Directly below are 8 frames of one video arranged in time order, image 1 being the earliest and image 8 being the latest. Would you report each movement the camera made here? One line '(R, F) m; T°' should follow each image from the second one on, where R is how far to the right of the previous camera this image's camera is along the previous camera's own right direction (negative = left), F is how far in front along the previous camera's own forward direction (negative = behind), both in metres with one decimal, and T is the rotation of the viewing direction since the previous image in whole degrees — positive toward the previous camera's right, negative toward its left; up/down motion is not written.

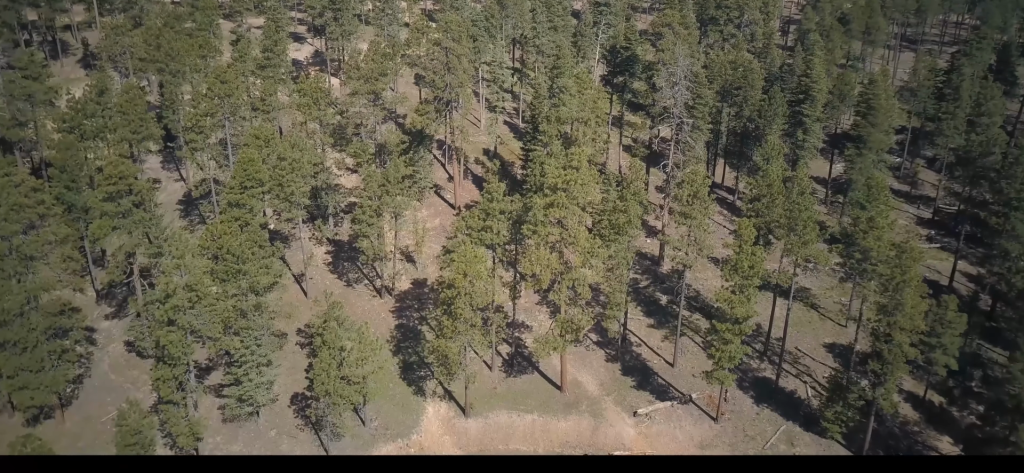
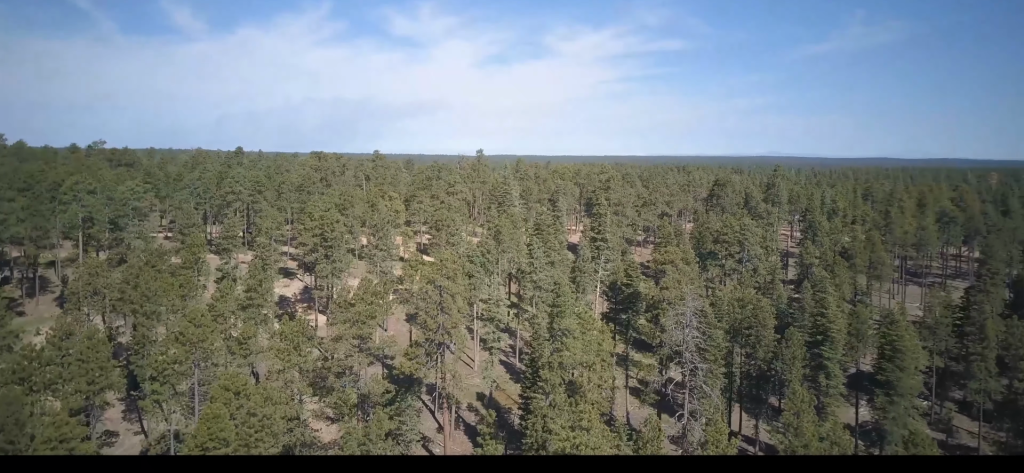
(+0.2, +7.4) m; +3°
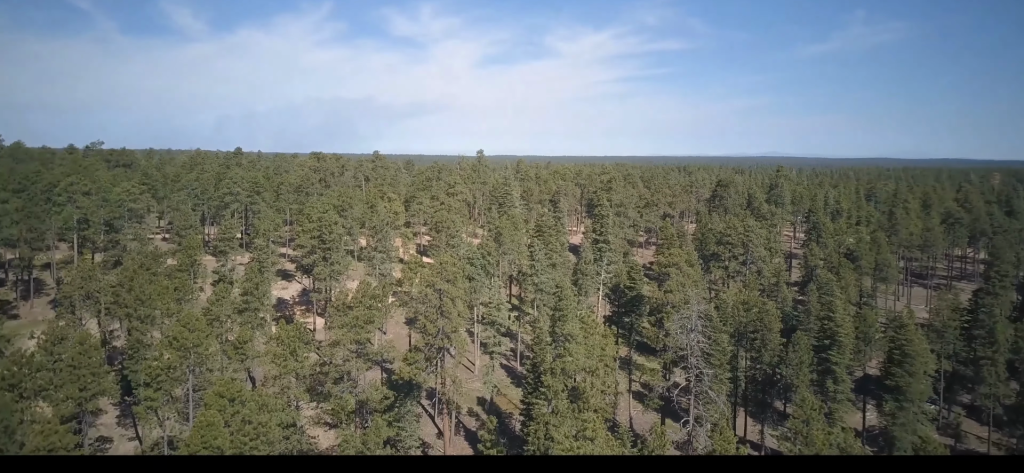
(0.0, +2.6) m; +1°
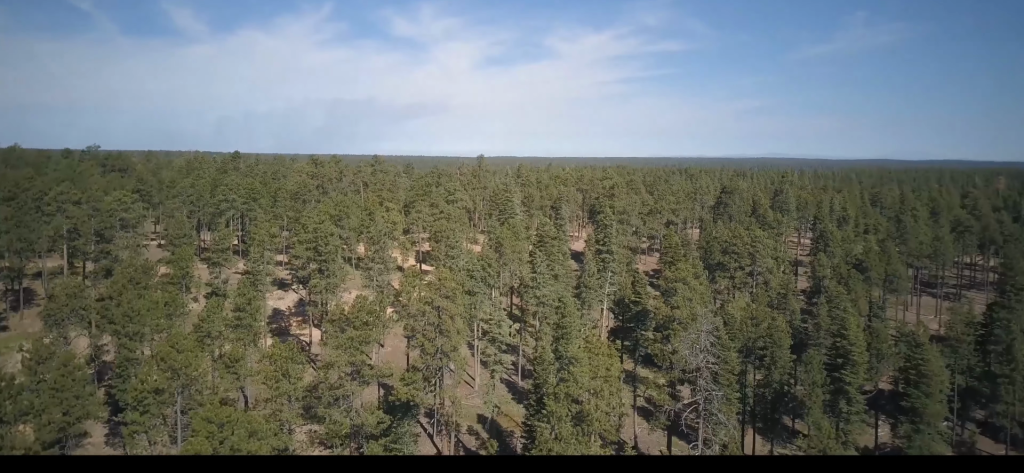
(+0.1, +3.9) m; 0°
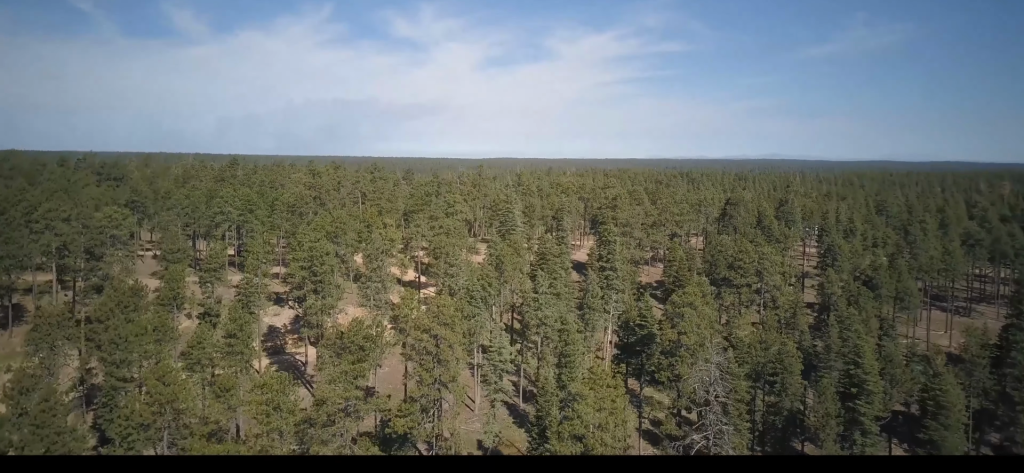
(-0.1, +3.8) m; -1°
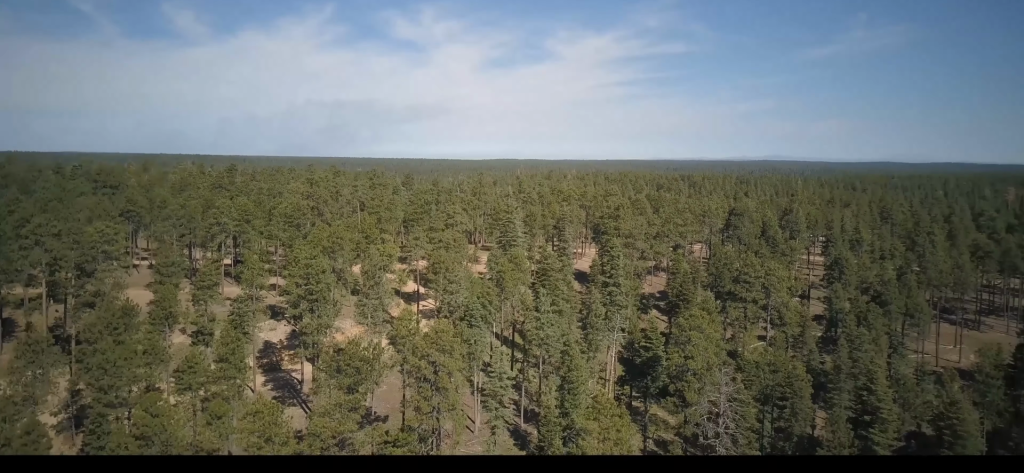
(0.0, +3.2) m; 0°
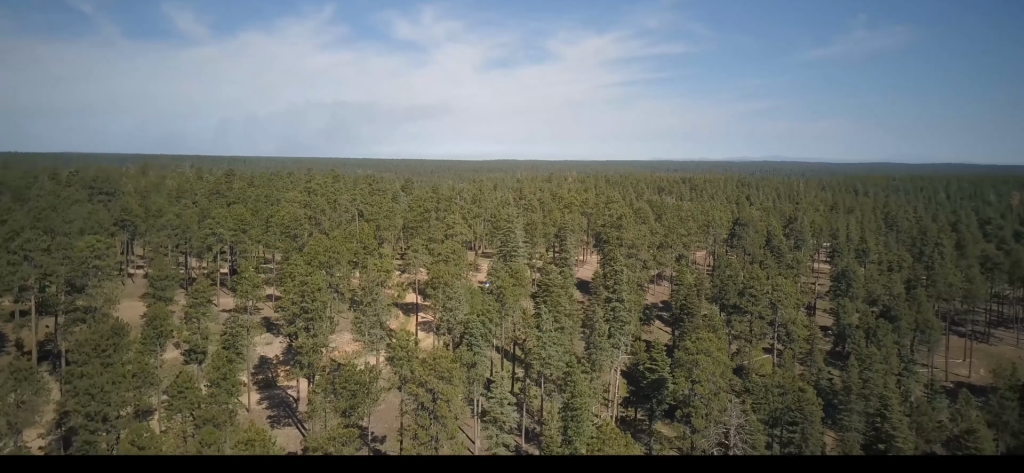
(0.0, +3.2) m; +1°
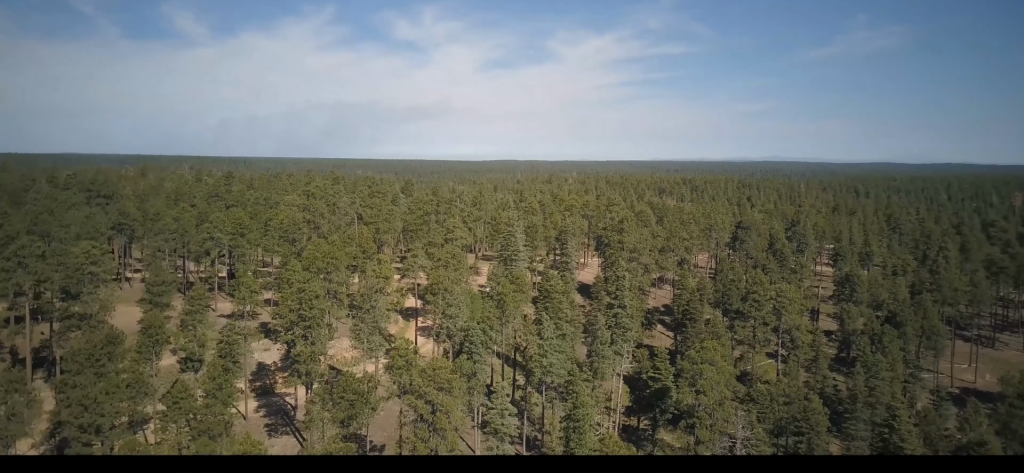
(0.0, +1.8) m; +1°
